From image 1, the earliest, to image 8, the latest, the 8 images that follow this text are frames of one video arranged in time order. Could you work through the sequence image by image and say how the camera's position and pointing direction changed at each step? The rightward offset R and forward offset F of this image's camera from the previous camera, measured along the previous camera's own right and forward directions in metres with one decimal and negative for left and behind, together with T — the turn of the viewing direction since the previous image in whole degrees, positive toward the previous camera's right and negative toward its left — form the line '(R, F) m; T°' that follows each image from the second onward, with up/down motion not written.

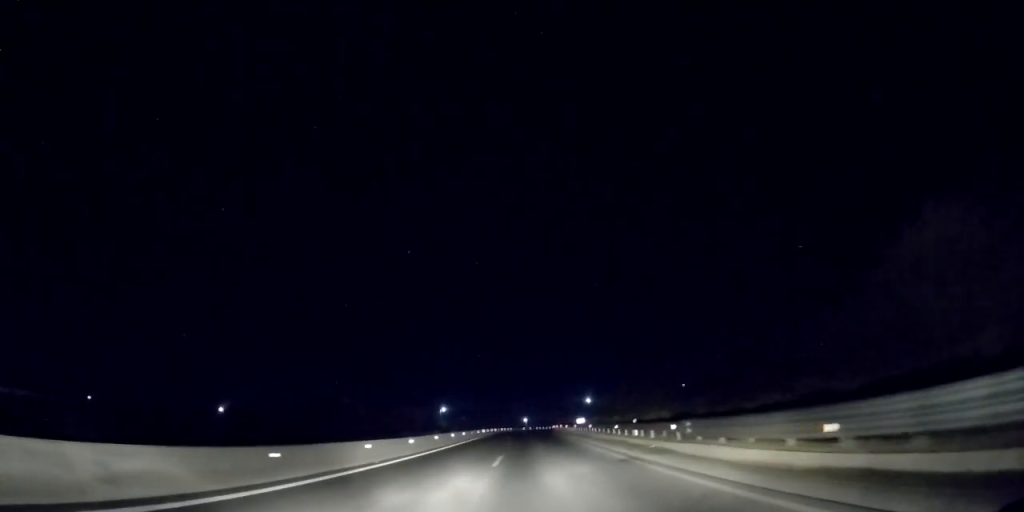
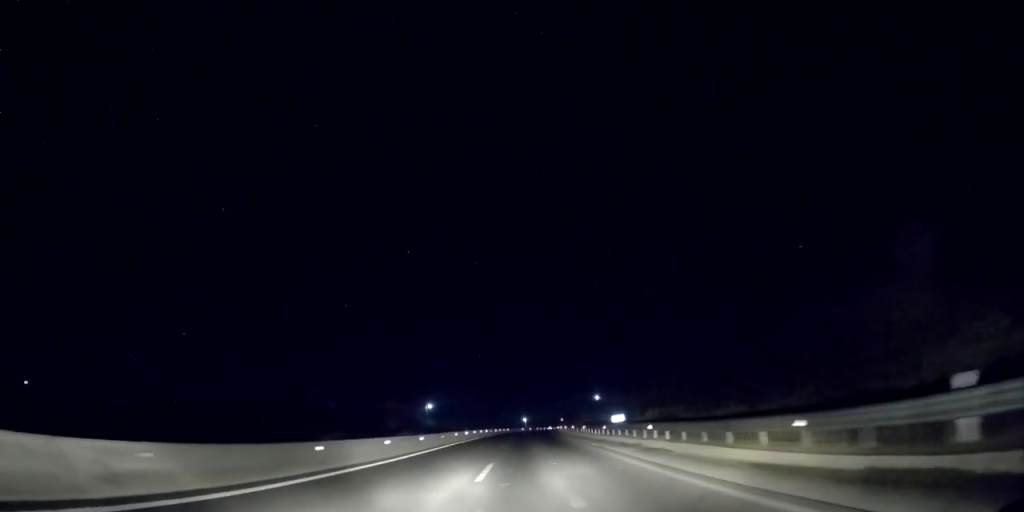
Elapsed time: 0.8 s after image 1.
(0.0, +21.0) m; +1°
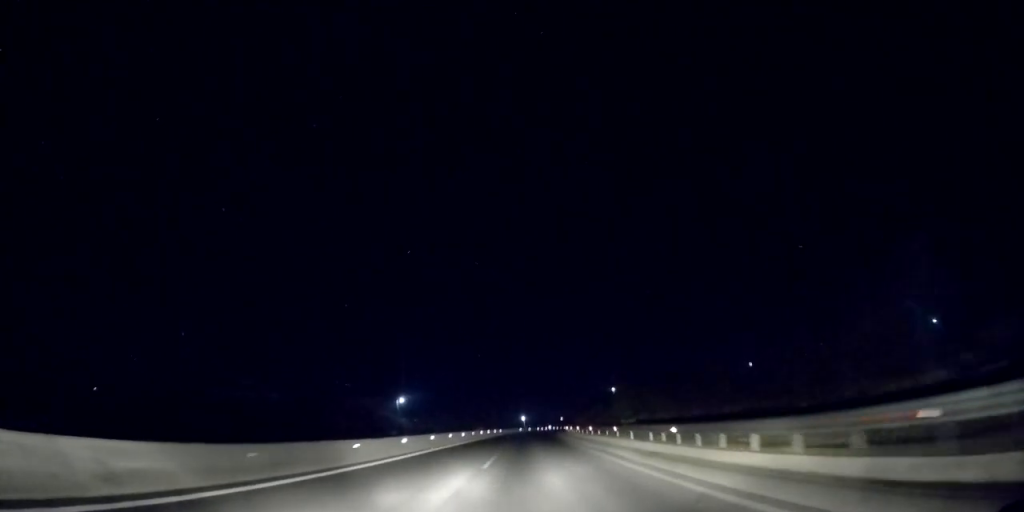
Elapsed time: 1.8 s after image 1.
(+0.2, +28.1) m; 0°
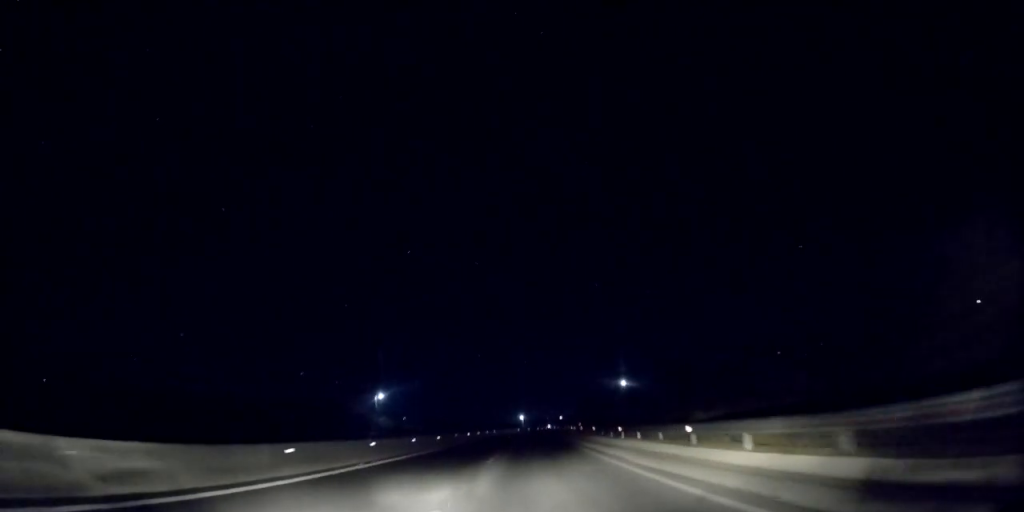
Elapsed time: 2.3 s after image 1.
(-0.1, +13.7) m; 0°
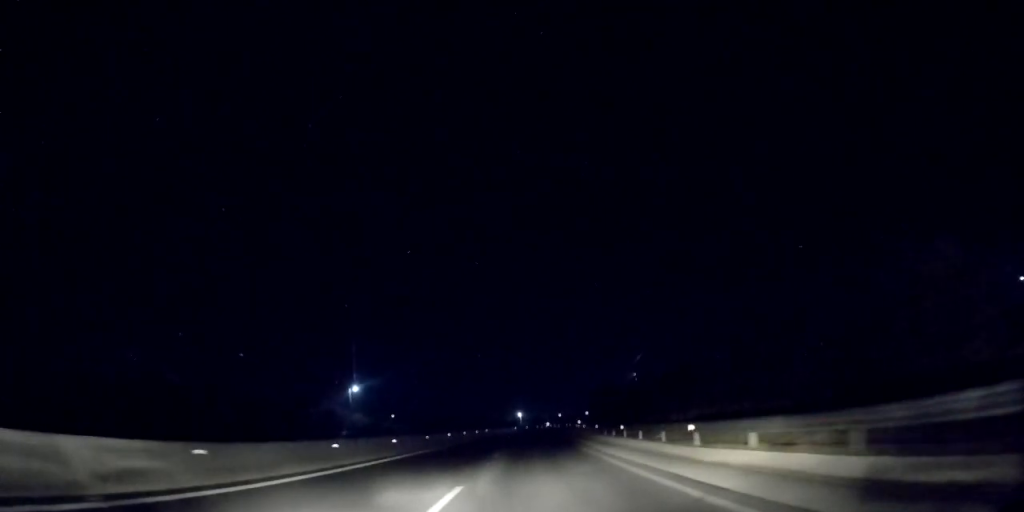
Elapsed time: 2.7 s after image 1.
(-0.1, +12.8) m; 0°
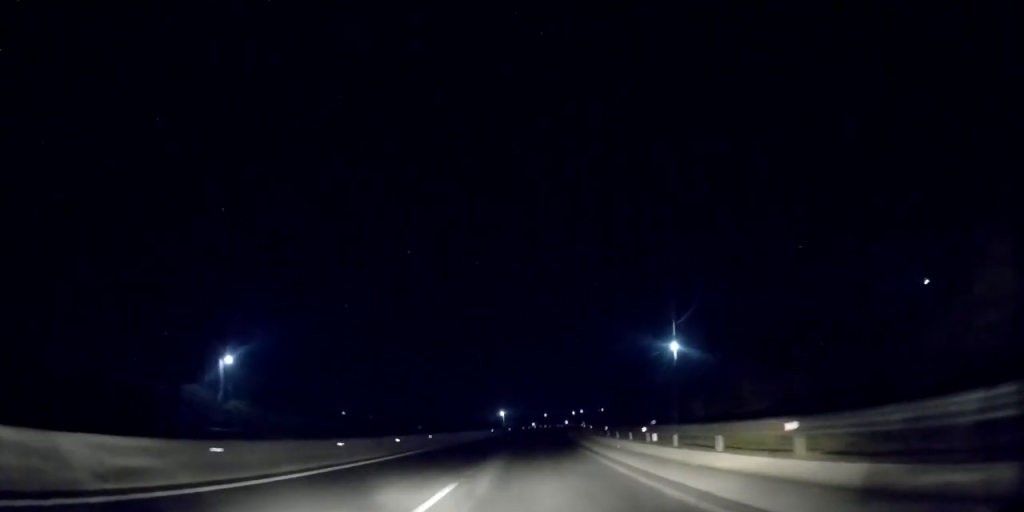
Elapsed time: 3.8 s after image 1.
(0.0, +30.5) m; +3°
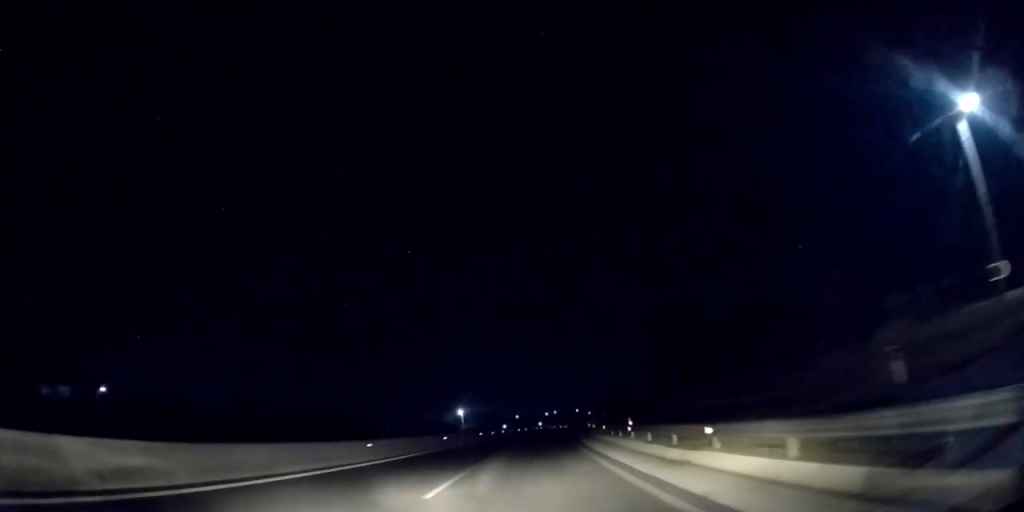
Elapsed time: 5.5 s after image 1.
(+1.7, +44.1) m; +2°
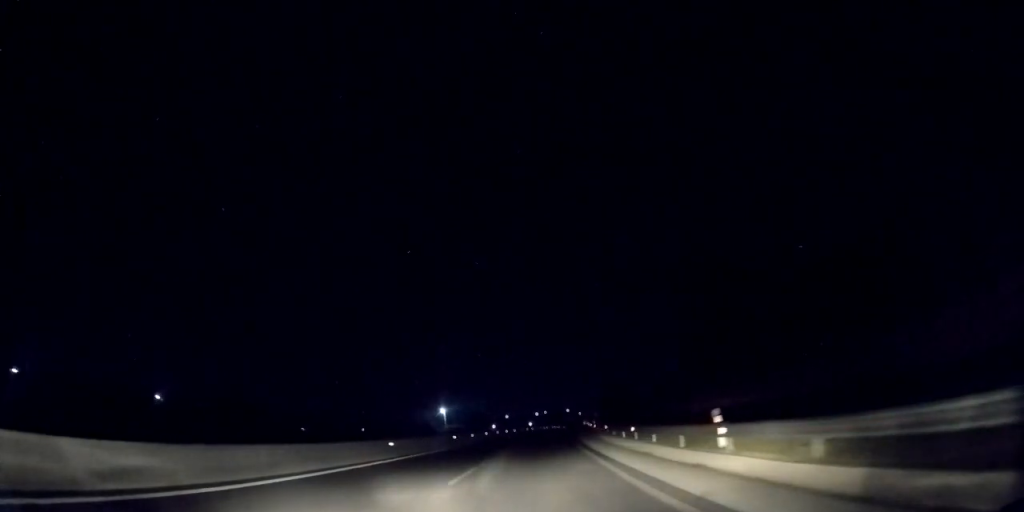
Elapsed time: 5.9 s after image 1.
(-0.1, +12.8) m; 0°
